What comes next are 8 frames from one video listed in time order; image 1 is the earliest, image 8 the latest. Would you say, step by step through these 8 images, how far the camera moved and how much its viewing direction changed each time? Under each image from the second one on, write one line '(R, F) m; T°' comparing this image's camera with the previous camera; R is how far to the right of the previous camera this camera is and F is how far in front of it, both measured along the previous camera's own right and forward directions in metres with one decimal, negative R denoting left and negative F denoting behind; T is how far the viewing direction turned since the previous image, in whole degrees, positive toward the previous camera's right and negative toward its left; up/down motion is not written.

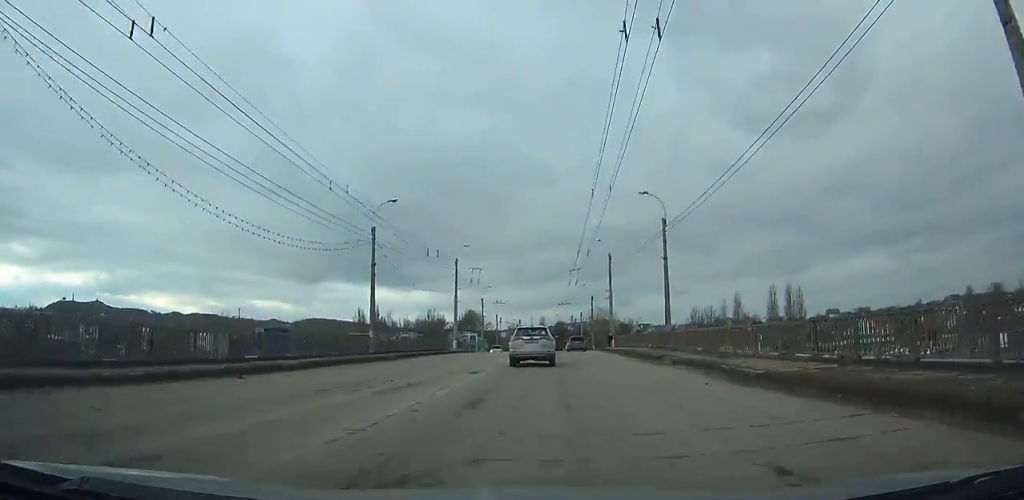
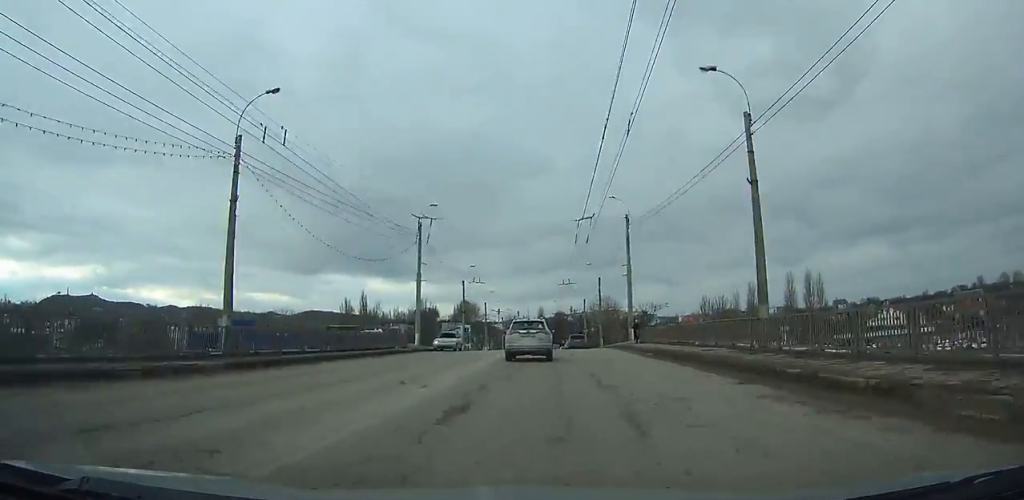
(-0.1, +19.0) m; 0°
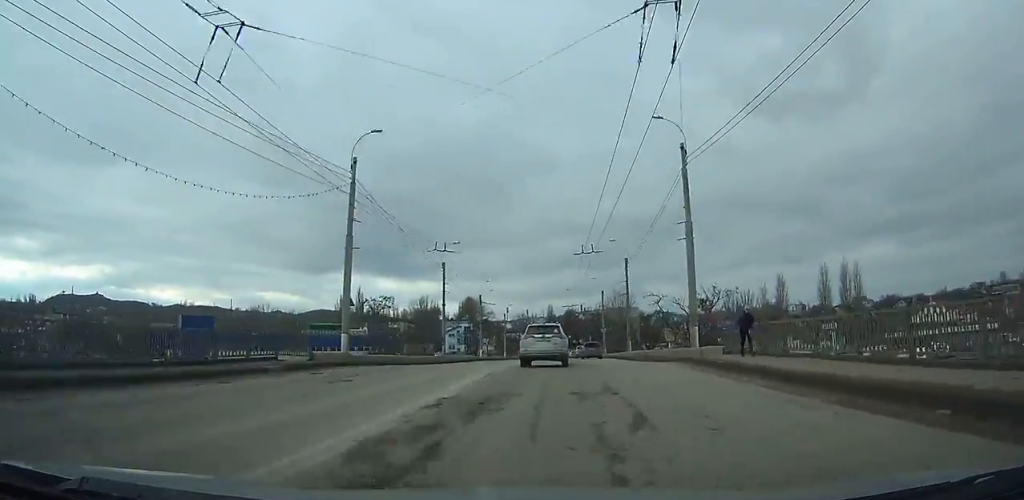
(0.0, +20.5) m; 0°
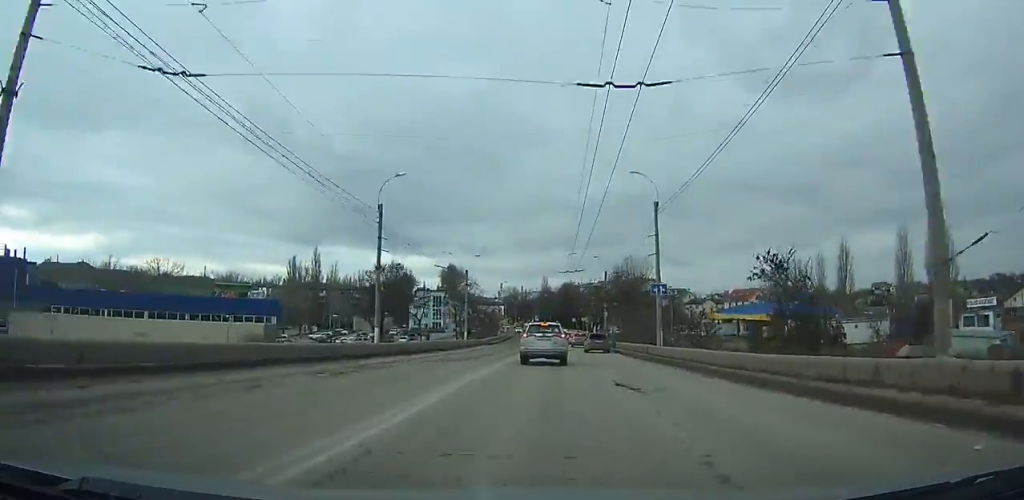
(+0.5, +47.2) m; 0°
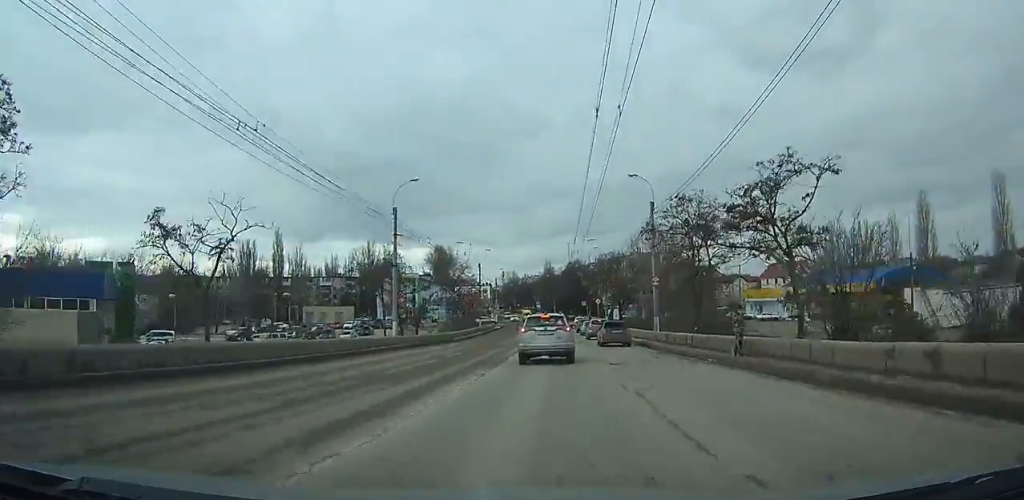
(-0.2, +31.8) m; 0°
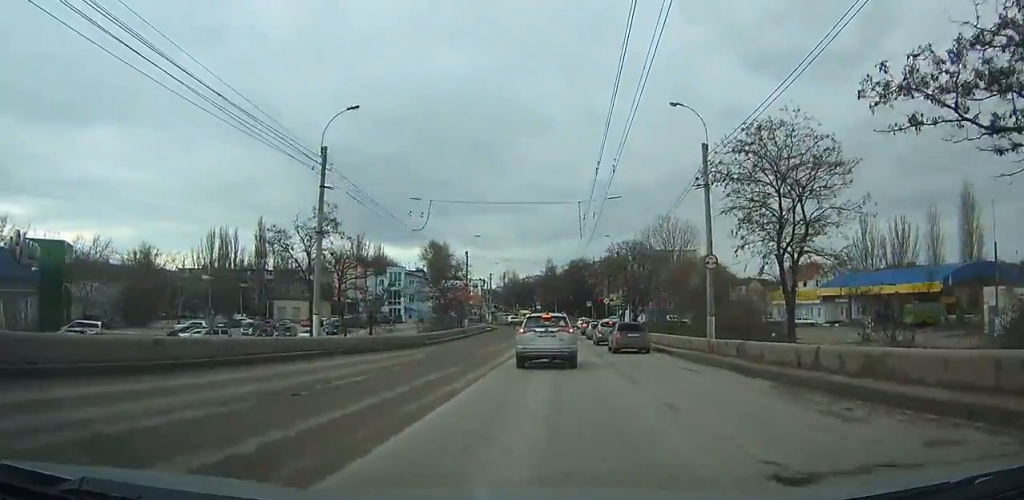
(+0.1, +13.5) m; 0°
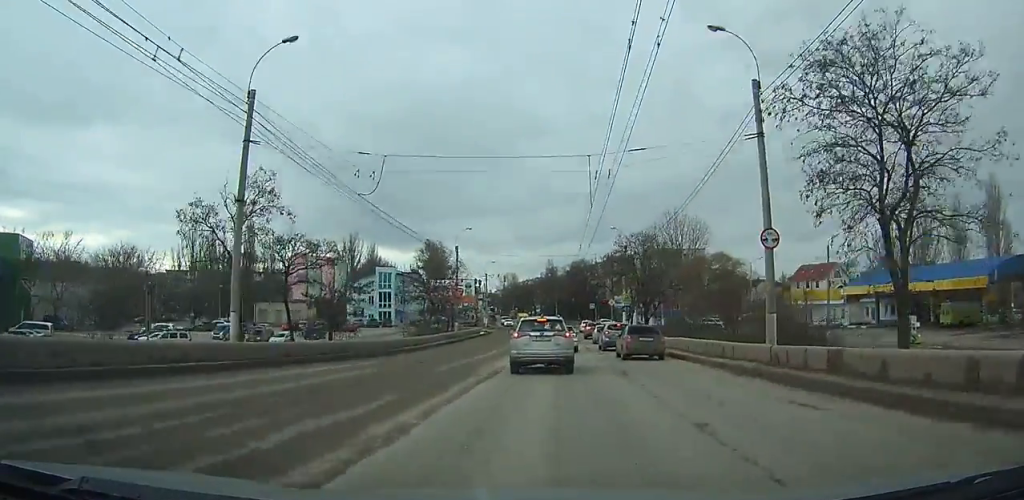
(+0.1, +7.5) m; 0°
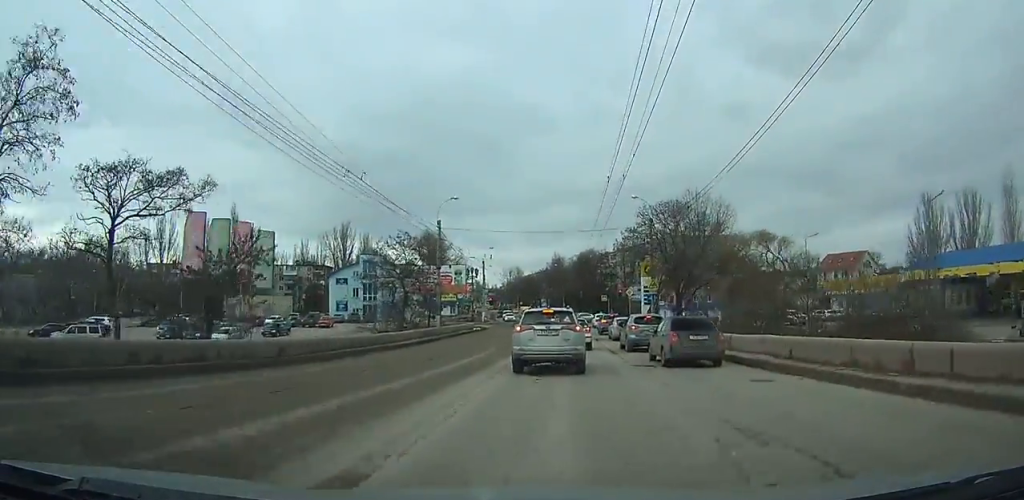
(-0.1, +10.6) m; -1°
